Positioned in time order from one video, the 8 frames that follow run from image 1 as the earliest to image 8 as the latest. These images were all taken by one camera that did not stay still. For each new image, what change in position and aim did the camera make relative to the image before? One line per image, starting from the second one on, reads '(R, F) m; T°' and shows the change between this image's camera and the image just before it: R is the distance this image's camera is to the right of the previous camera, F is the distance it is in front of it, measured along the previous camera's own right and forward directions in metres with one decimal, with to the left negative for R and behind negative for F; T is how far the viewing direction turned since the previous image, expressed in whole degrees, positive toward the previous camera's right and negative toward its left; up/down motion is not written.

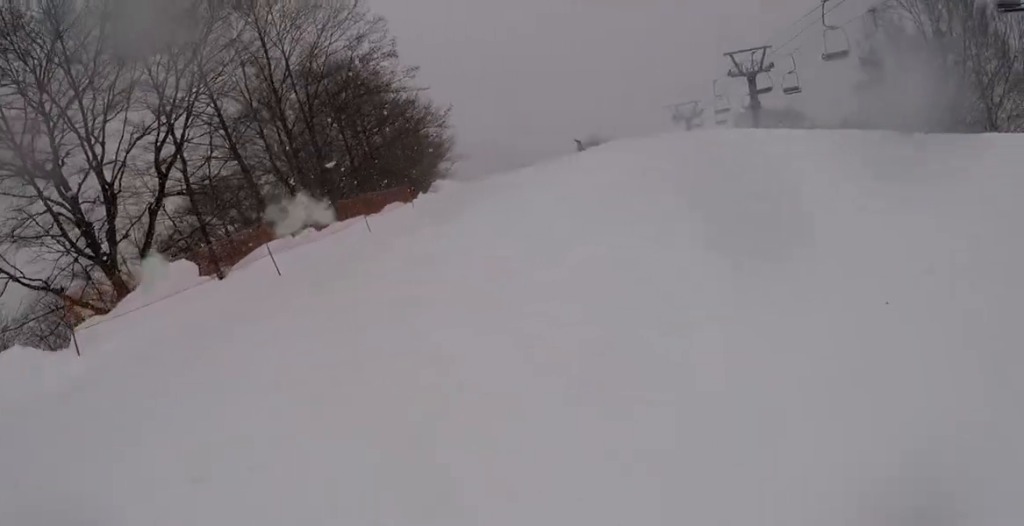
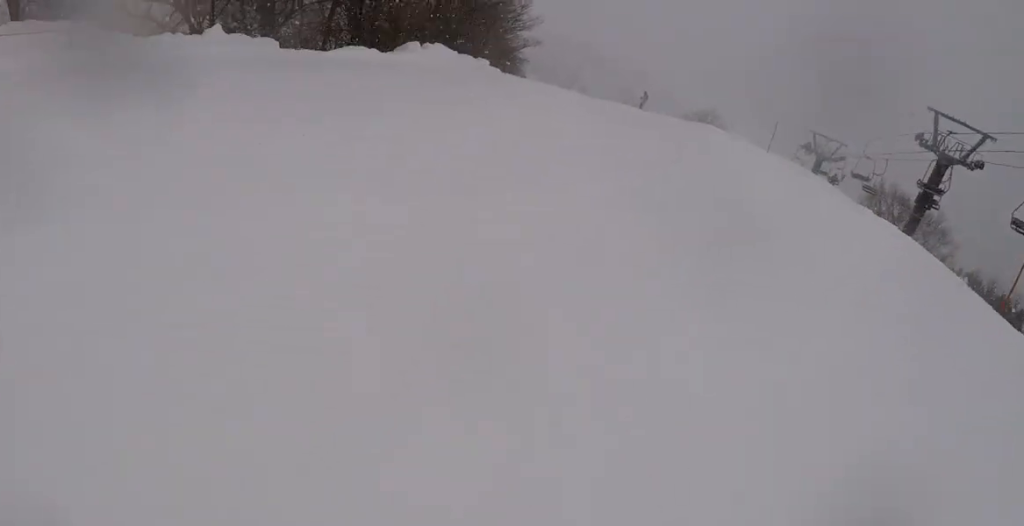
(+1.7, +16.4) m; -2°
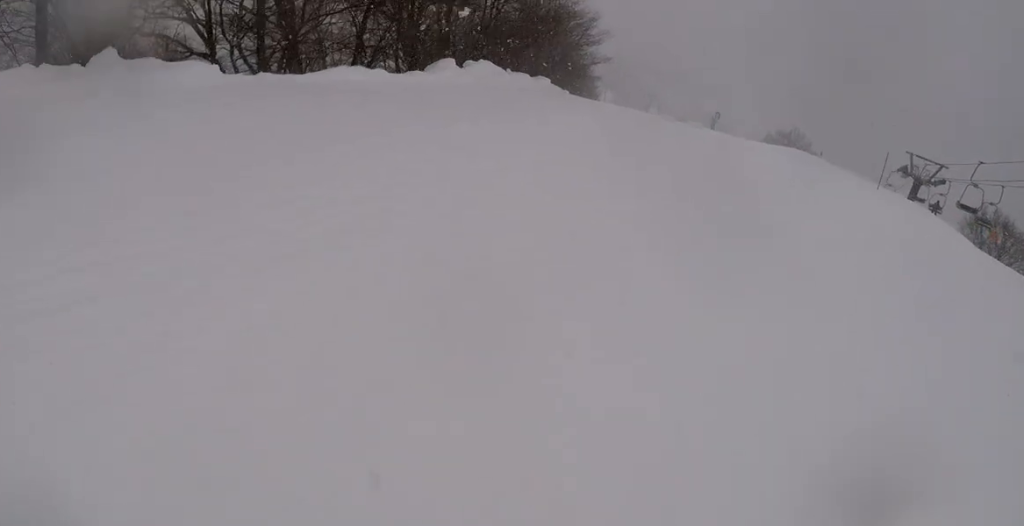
(+0.2, +4.6) m; -8°
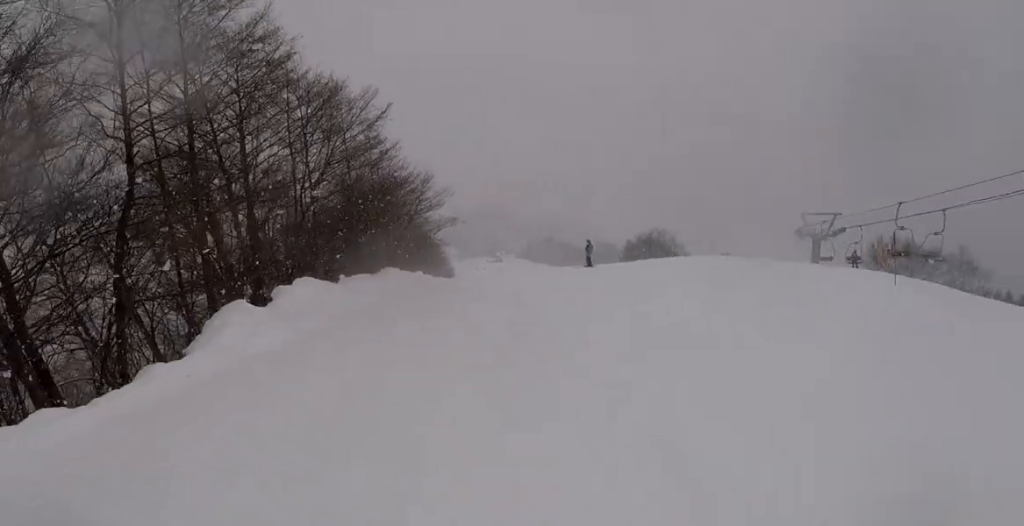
(-1.1, +8.3) m; +6°
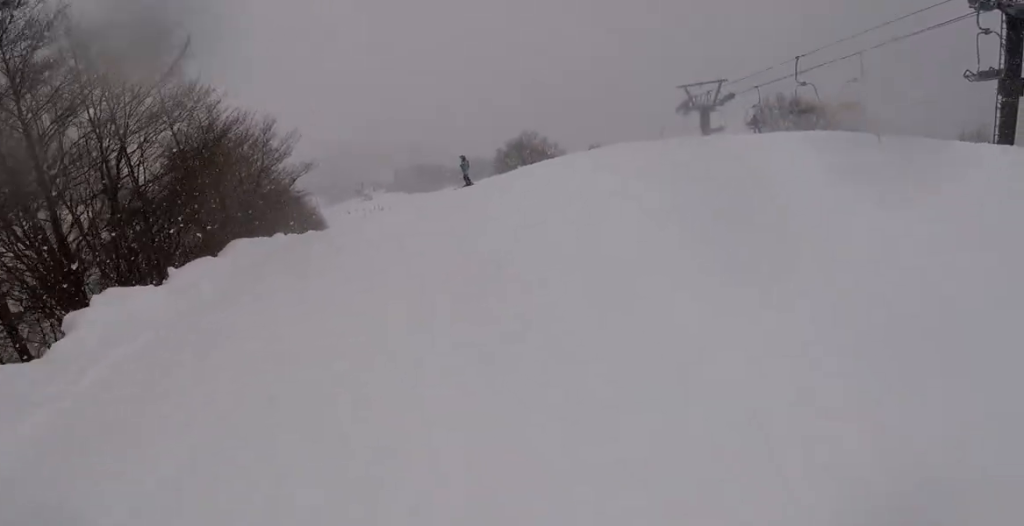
(+0.8, +4.2) m; +10°
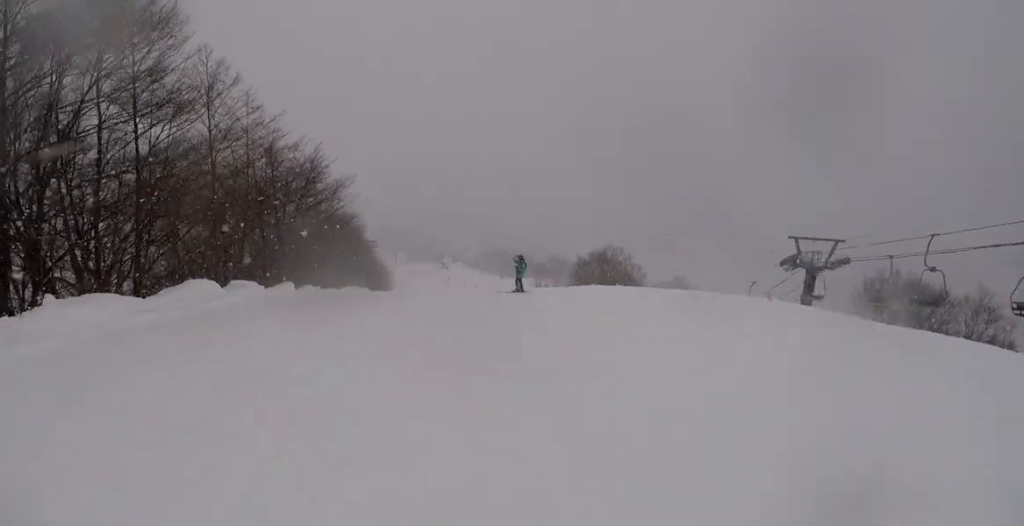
(+0.1, +5.7) m; -5°
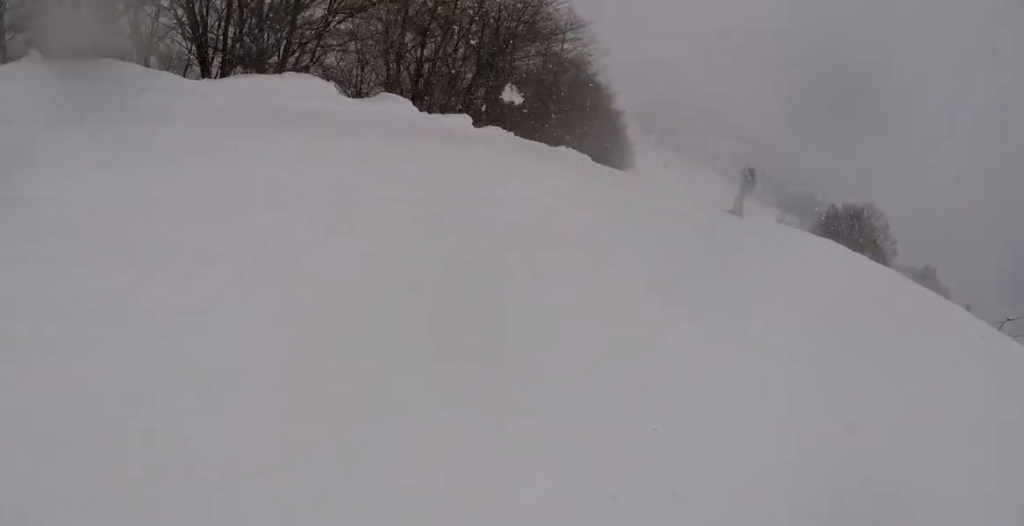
(-0.3, +4.4) m; -7°
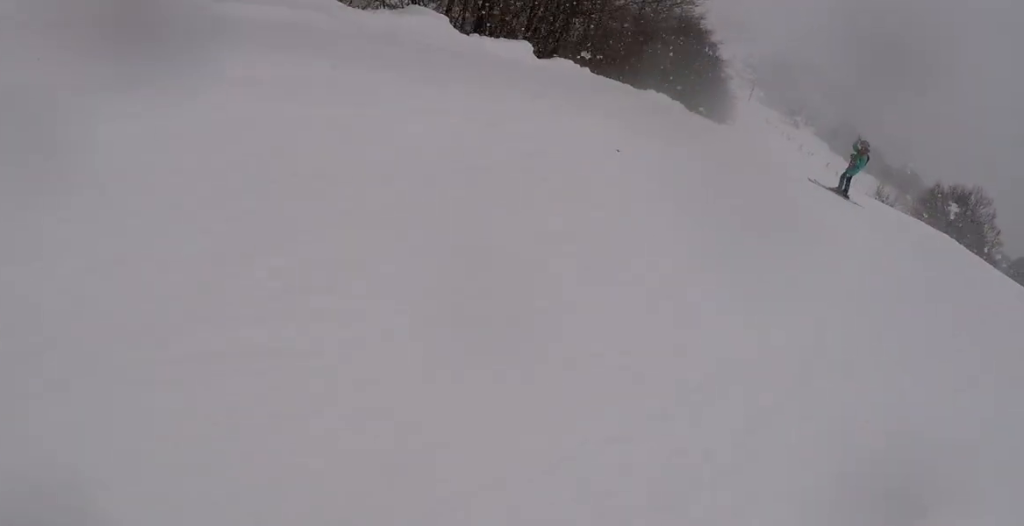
(-0.2, +3.5) m; -5°
